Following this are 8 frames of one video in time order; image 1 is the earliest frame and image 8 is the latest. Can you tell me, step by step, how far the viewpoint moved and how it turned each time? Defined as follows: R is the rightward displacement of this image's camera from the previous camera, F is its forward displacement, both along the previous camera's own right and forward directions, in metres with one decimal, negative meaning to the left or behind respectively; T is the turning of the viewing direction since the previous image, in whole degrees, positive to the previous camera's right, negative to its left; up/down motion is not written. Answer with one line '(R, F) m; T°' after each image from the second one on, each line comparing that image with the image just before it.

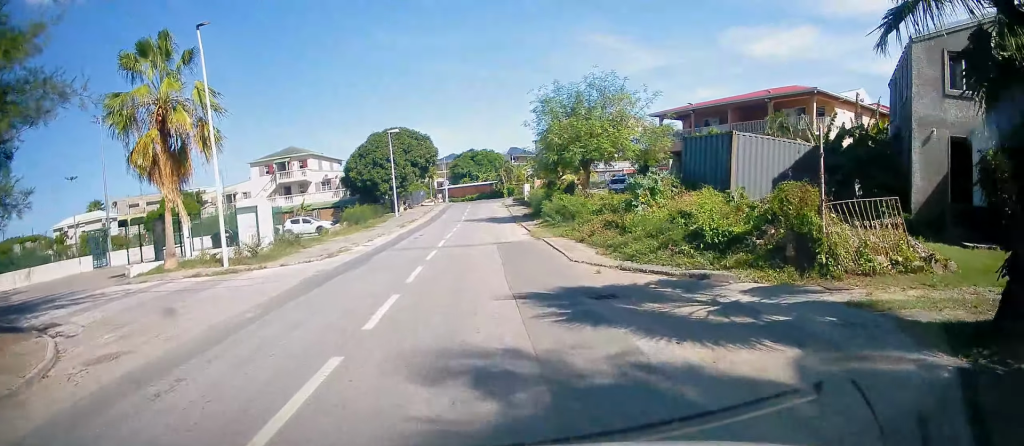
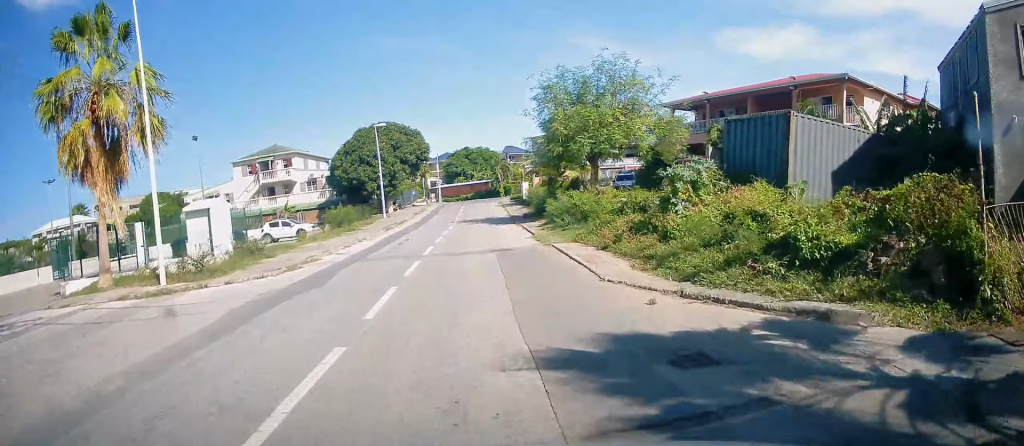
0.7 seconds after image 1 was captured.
(-0.1, +3.6) m; -2°
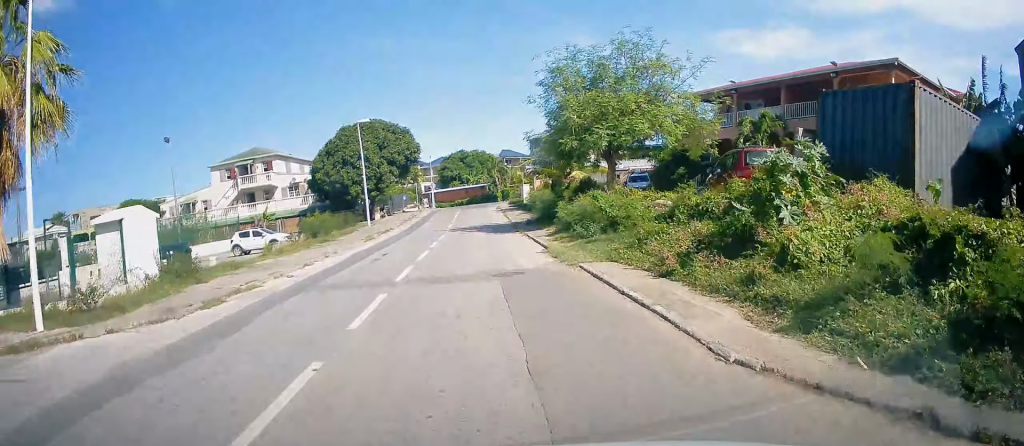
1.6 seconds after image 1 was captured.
(0.0, +4.7) m; 0°
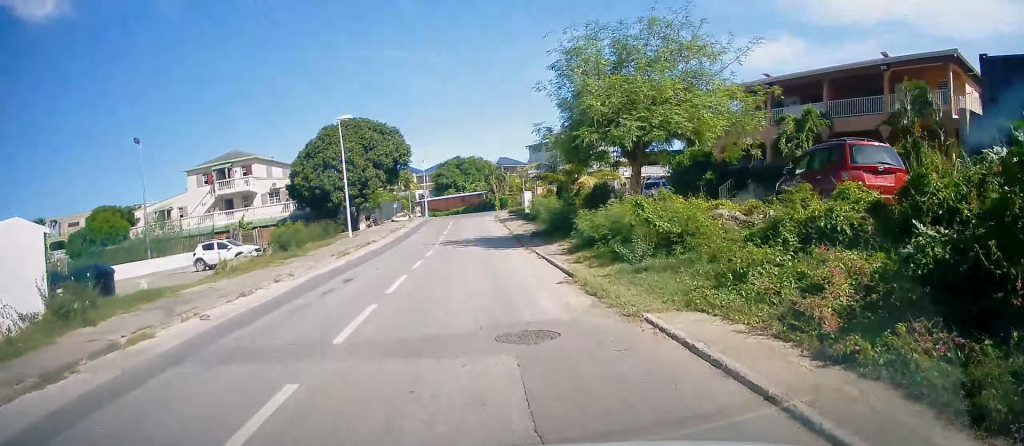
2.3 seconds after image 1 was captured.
(0.0, +4.8) m; 0°
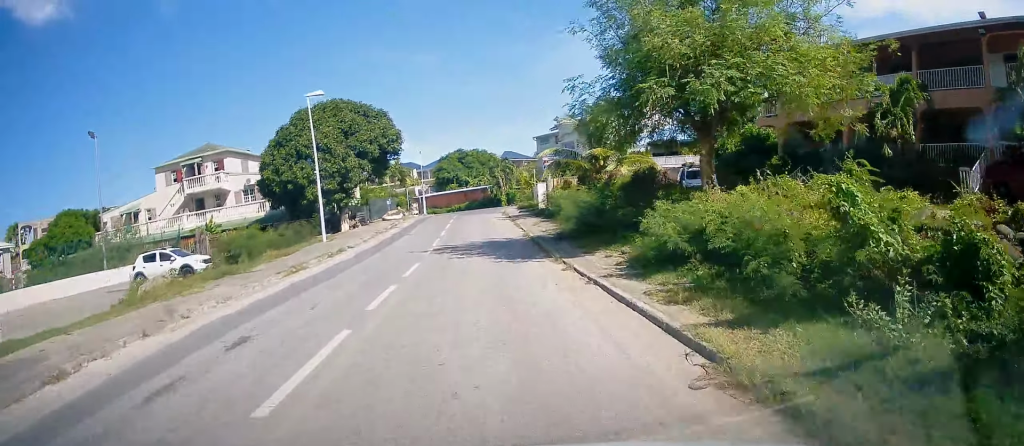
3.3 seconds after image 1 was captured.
(0.0, +6.8) m; 0°
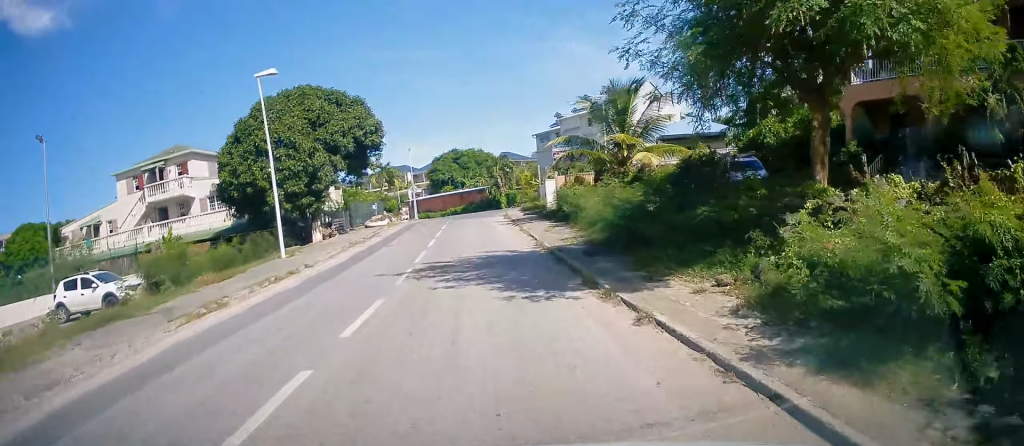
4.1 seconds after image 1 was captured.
(0.0, +5.8) m; 0°
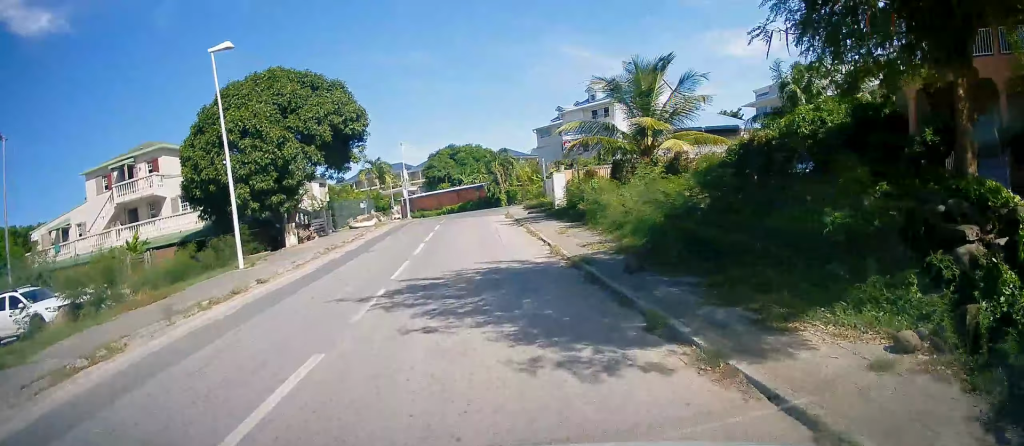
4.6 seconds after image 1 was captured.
(0.0, +3.9) m; 0°
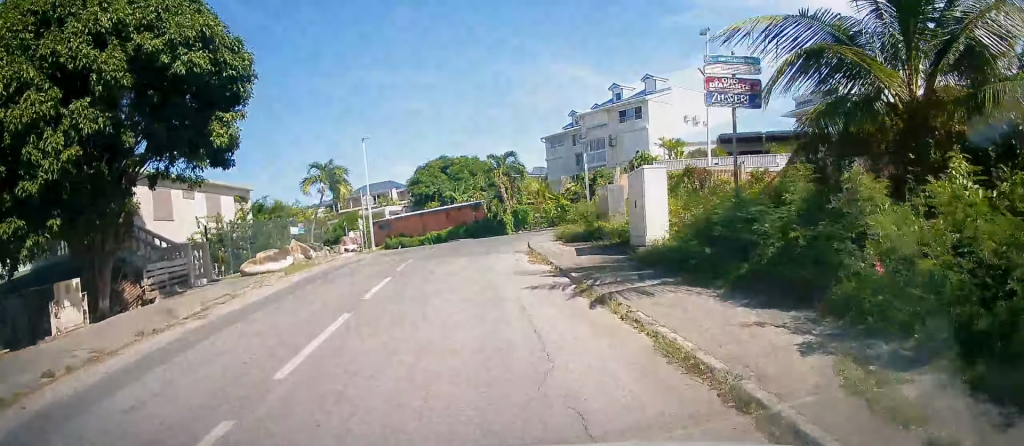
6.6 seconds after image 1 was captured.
(+0.1, +14.7) m; +4°
